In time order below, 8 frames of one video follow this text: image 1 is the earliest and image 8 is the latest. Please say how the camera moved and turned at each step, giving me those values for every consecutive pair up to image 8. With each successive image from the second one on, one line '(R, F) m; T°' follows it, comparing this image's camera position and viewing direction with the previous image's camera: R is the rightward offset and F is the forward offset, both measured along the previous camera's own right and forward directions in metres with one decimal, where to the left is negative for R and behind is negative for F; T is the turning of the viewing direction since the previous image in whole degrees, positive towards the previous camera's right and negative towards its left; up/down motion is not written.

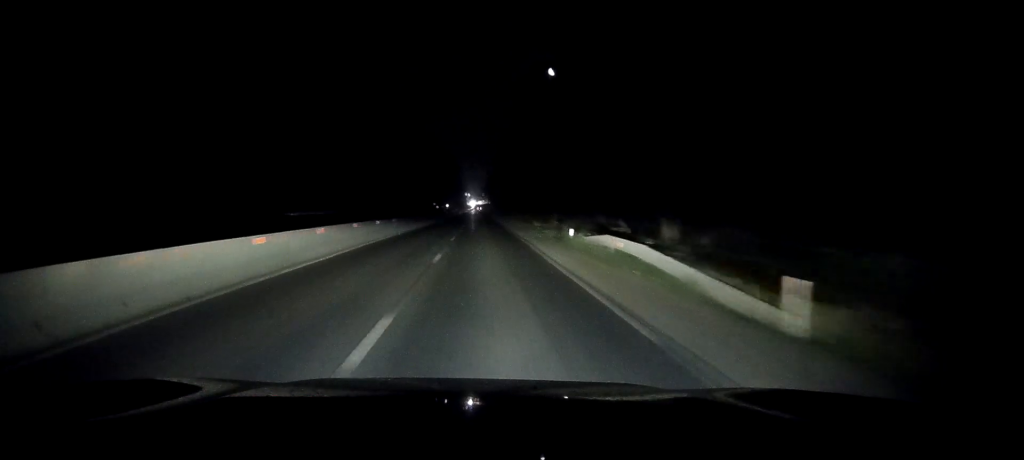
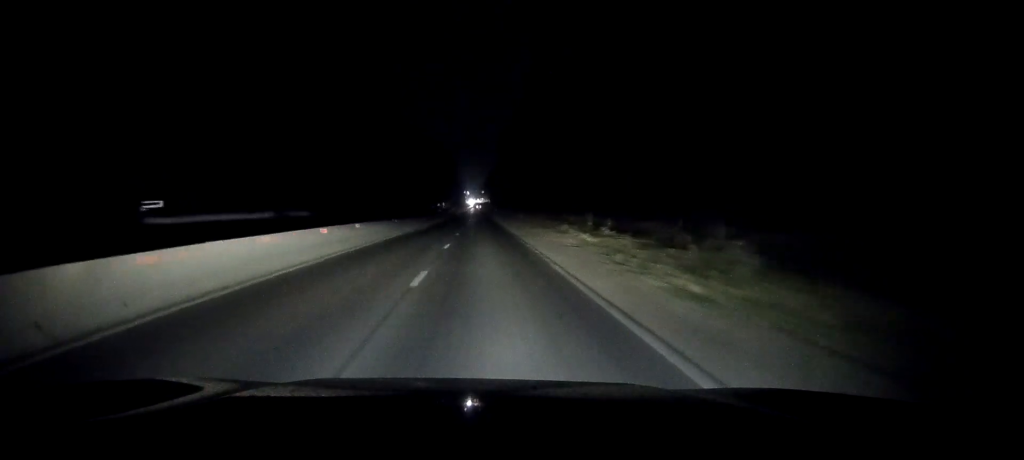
(0.0, +29.6) m; 0°
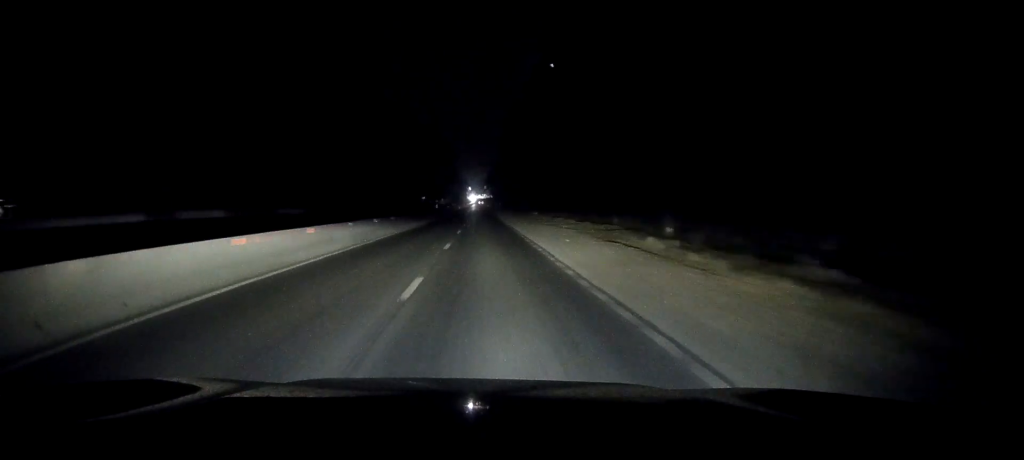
(0.0, +26.2) m; 0°
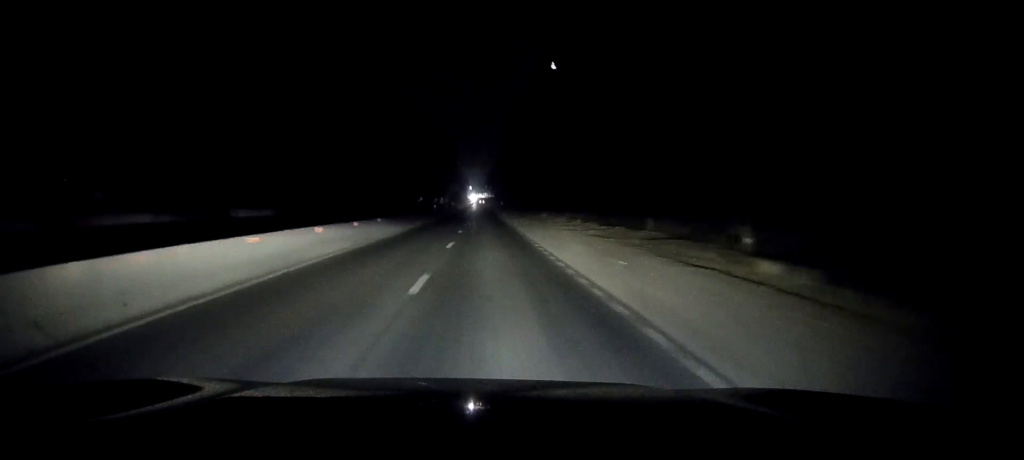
(0.0, +11.4) m; 0°
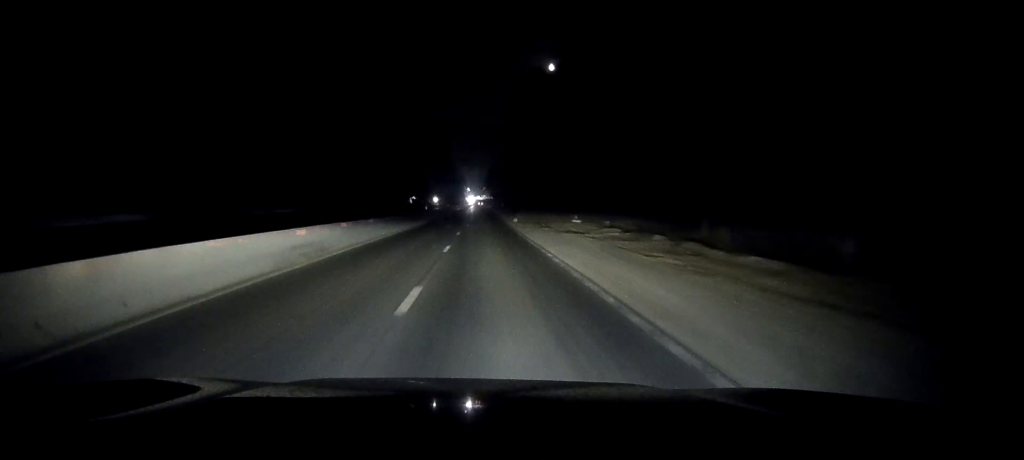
(0.0, +26.2) m; 0°
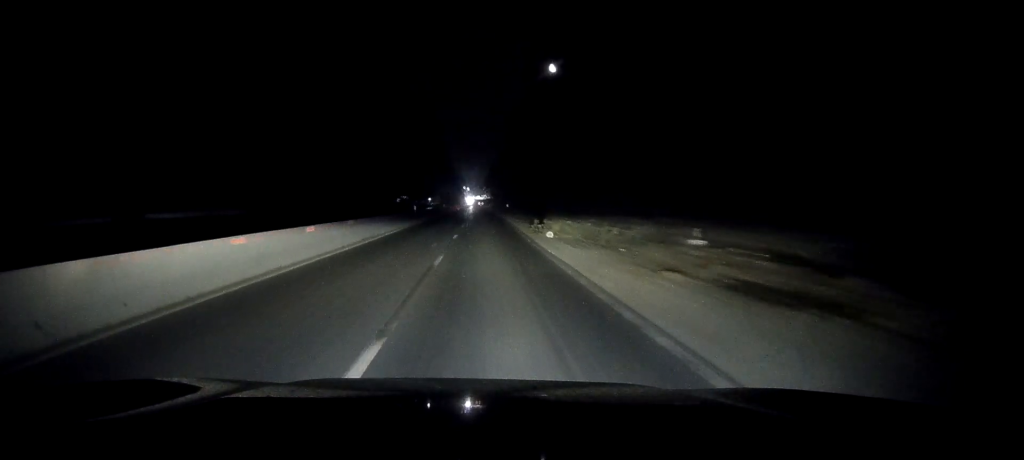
(0.0, +28.9) m; 0°
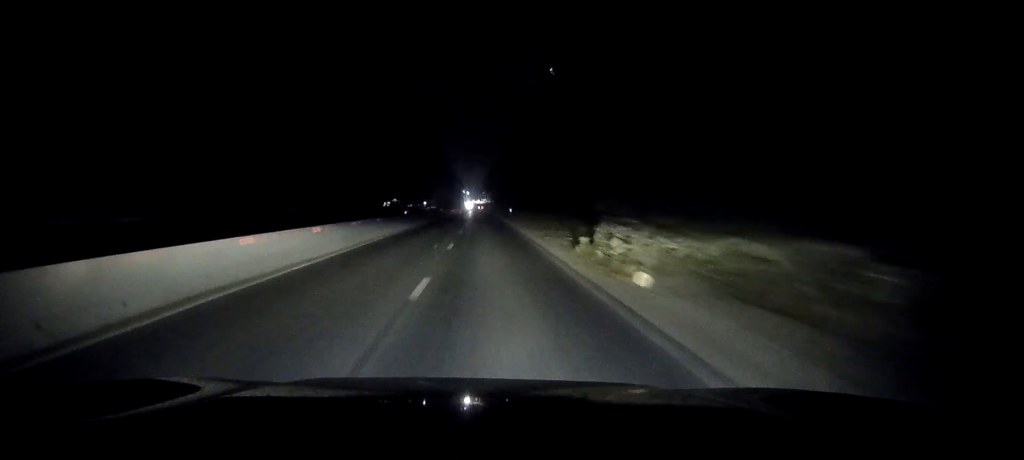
(-0.1, +17.5) m; 0°
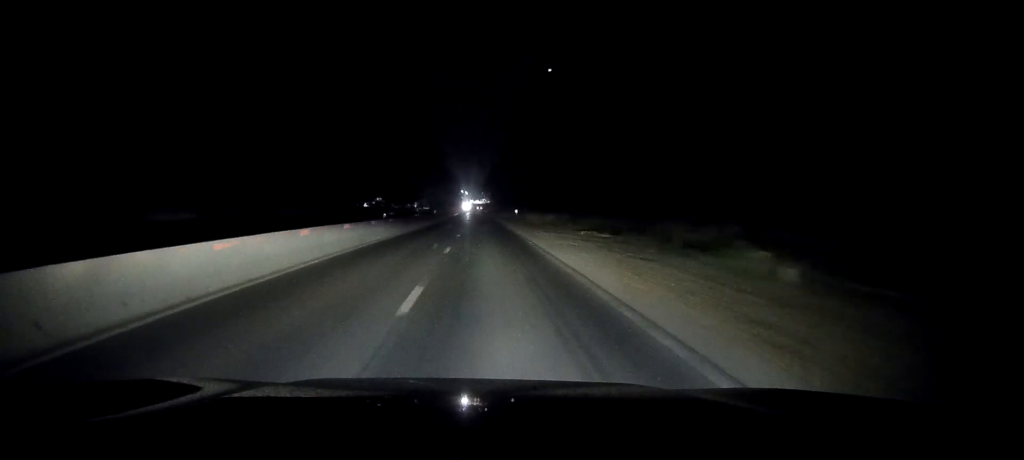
(+0.1, +25.5) m; 0°
